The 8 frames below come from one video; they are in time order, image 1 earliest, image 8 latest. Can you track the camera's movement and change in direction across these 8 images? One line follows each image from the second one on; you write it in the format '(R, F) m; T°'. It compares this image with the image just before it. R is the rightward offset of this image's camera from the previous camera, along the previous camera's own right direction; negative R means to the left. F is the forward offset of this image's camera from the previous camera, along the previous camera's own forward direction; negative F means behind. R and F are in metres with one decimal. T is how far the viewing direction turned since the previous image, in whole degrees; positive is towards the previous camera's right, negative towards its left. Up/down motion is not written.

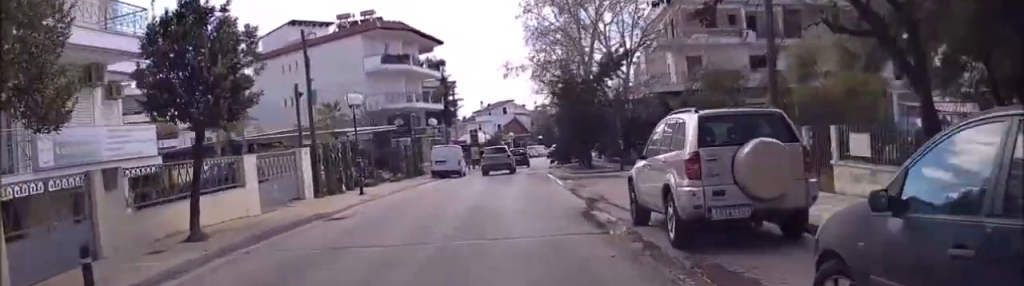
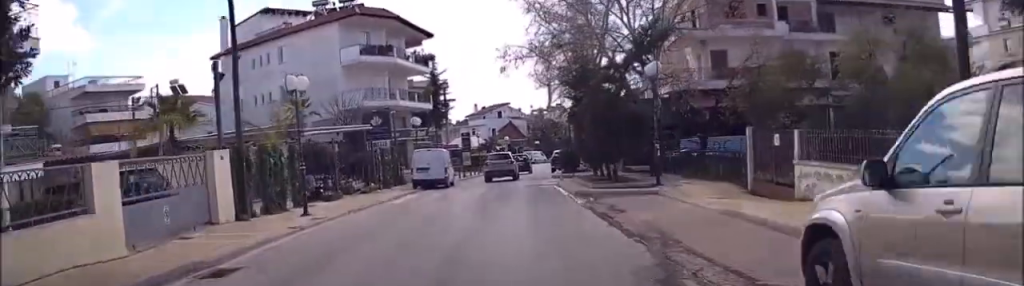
(0.0, +7.0) m; 0°
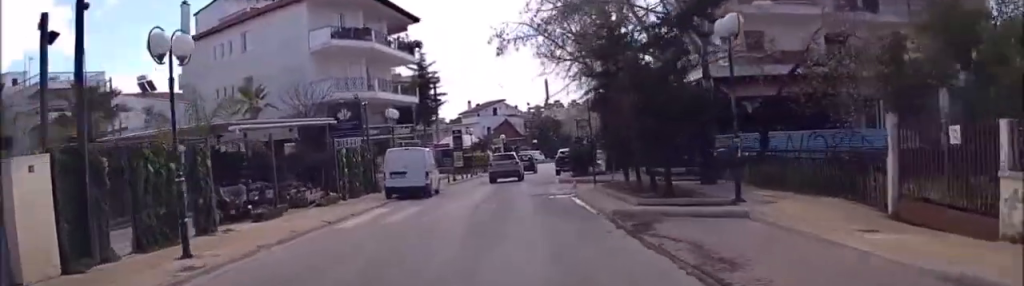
(0.0, +7.2) m; +1°
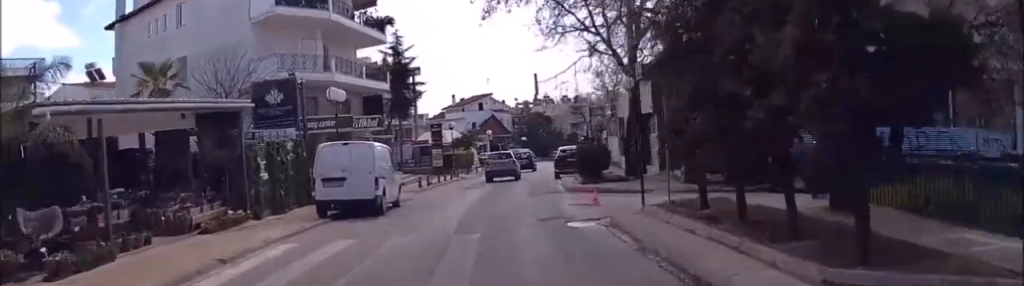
(+0.1, +8.5) m; +1°
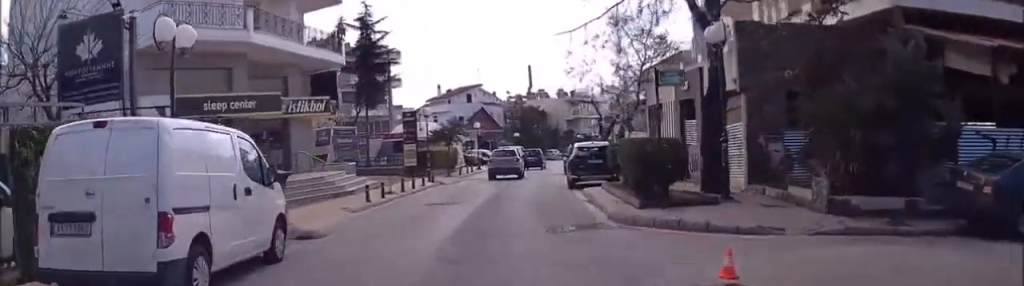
(+0.1, +10.7) m; 0°
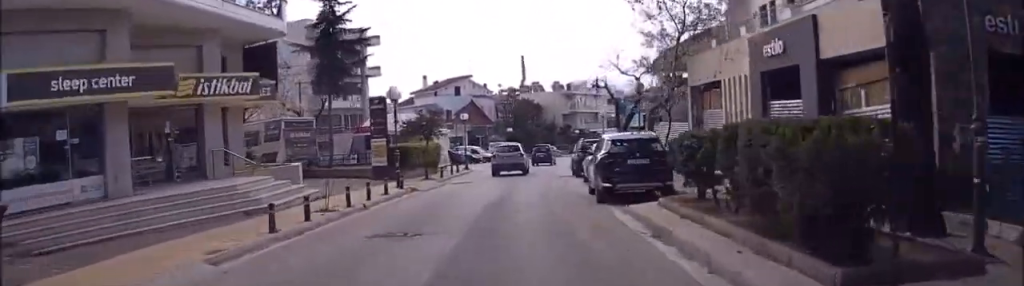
(-0.1, +8.1) m; +1°
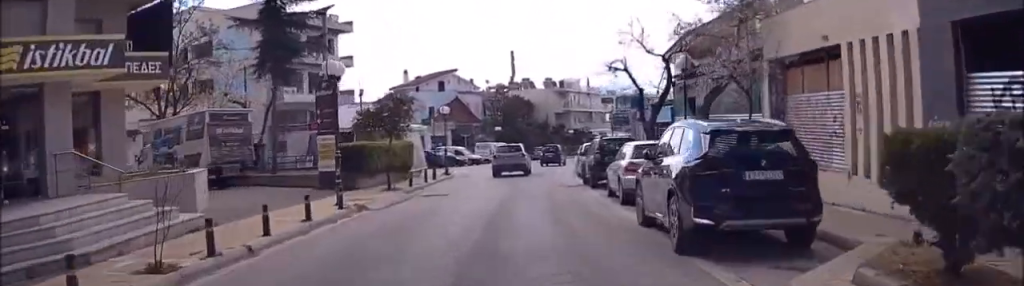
(+0.3, +7.7) m; +2°
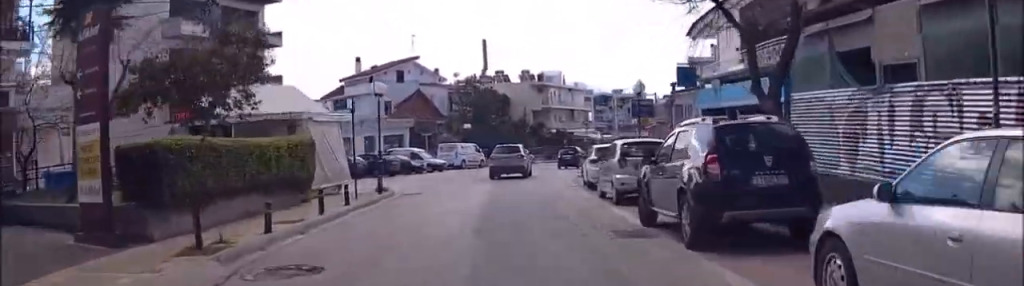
(+0.3, +13.2) m; +2°
